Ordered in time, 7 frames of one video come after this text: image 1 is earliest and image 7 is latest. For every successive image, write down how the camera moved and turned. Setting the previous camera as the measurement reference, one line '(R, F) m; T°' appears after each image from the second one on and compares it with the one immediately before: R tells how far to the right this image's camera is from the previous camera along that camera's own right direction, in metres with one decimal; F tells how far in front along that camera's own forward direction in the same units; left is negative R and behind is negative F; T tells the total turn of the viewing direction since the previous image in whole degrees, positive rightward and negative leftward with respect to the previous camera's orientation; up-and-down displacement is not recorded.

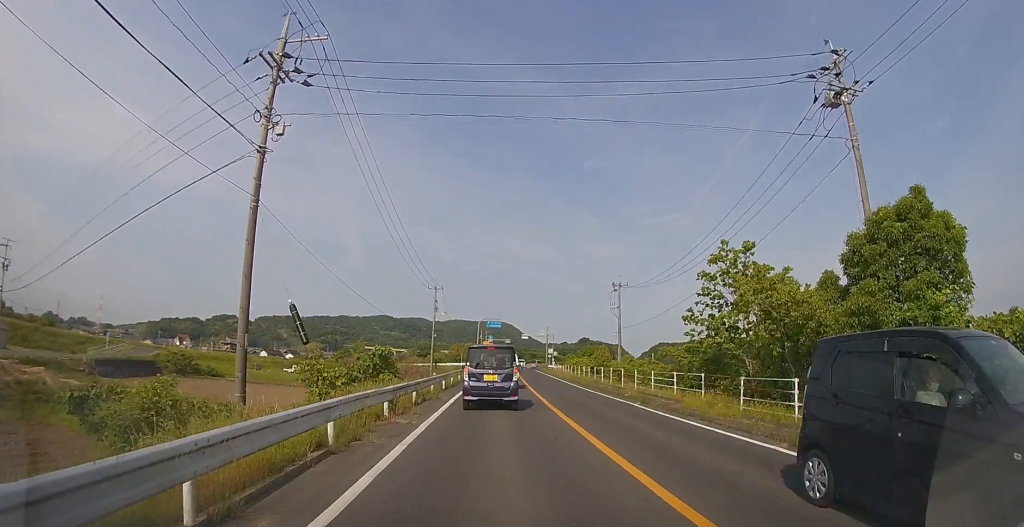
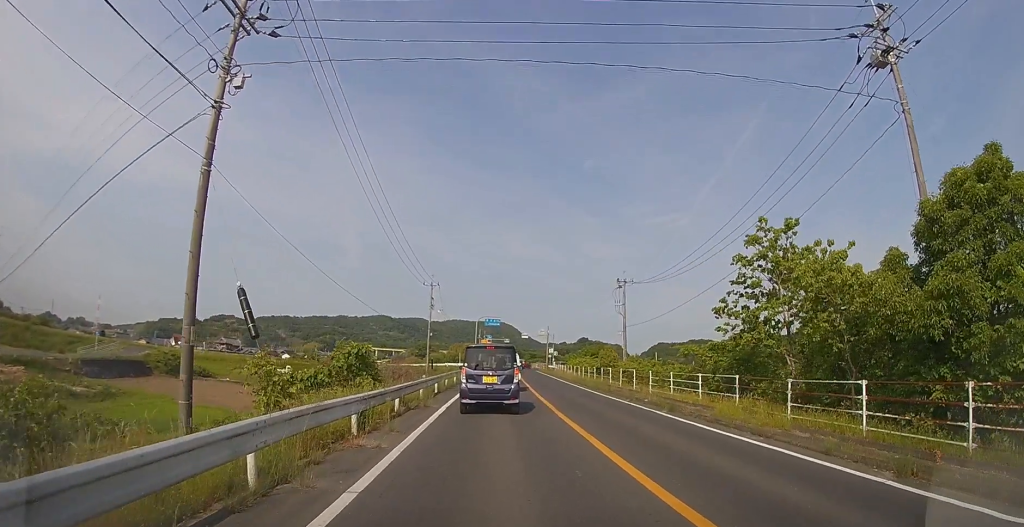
(0.0, +2.8) m; -1°
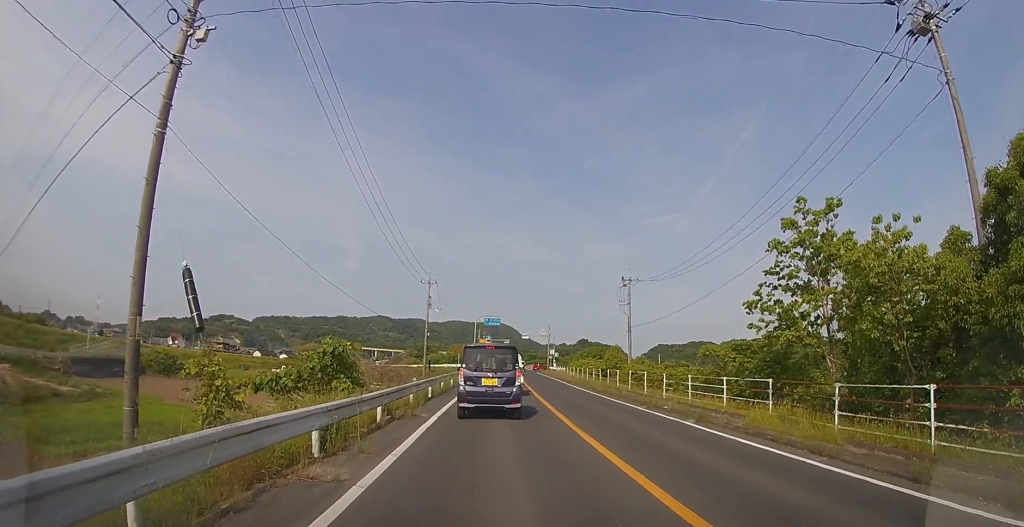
(0.0, +2.1) m; 0°
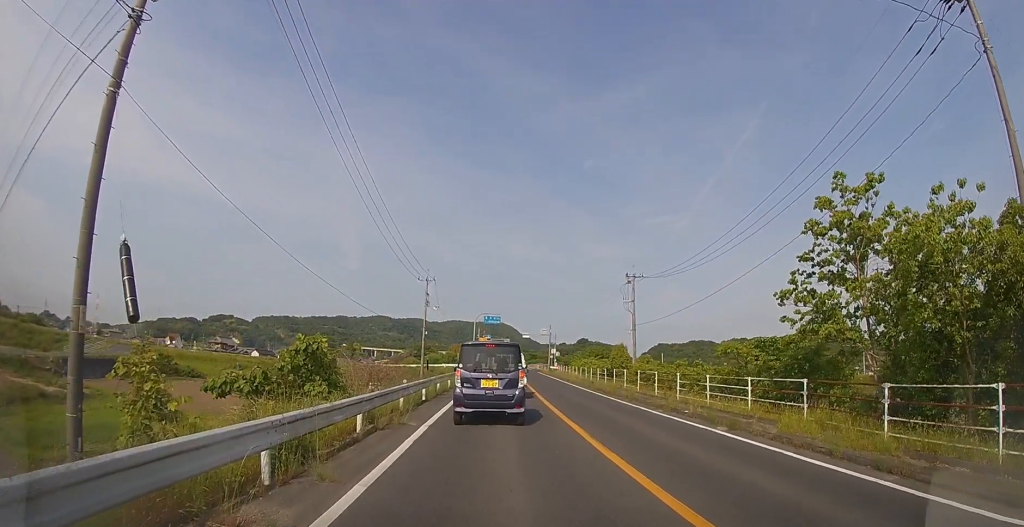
(0.0, +1.8) m; 0°
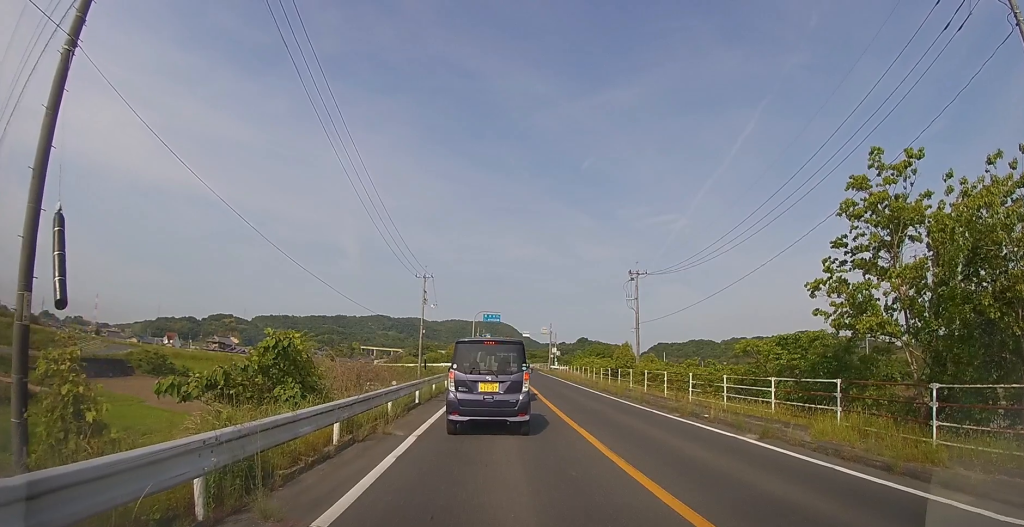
(0.0, +1.5) m; 0°
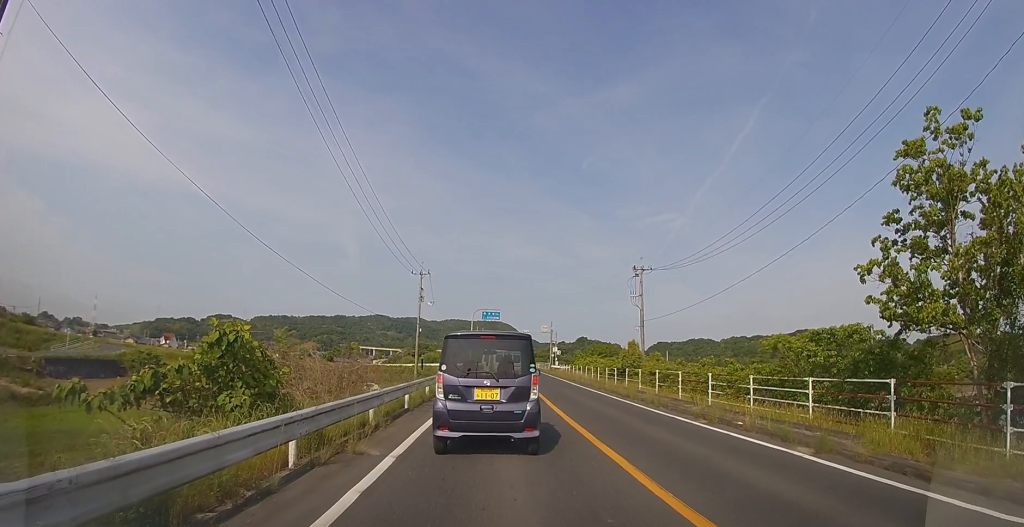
(+0.1, +1.5) m; 0°
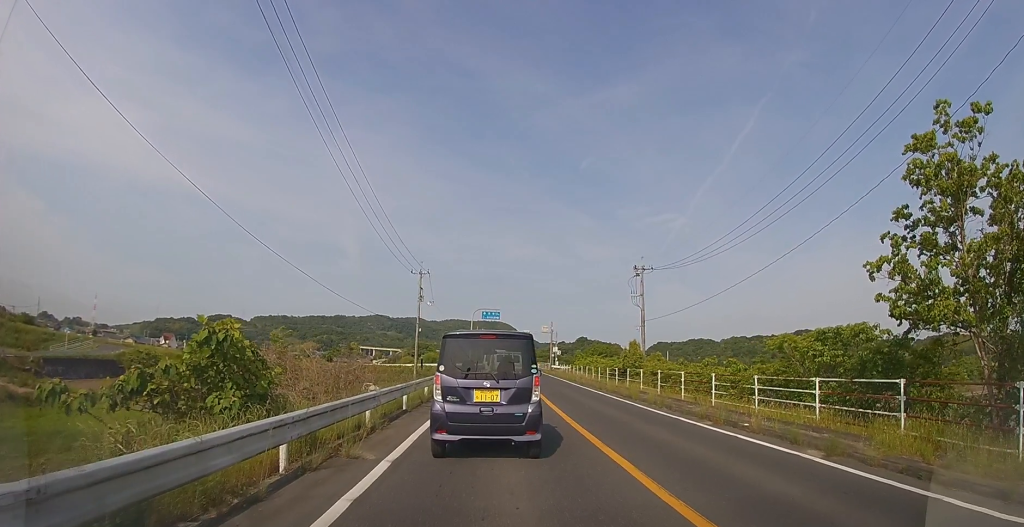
(0.0, +0.1) m; 0°
